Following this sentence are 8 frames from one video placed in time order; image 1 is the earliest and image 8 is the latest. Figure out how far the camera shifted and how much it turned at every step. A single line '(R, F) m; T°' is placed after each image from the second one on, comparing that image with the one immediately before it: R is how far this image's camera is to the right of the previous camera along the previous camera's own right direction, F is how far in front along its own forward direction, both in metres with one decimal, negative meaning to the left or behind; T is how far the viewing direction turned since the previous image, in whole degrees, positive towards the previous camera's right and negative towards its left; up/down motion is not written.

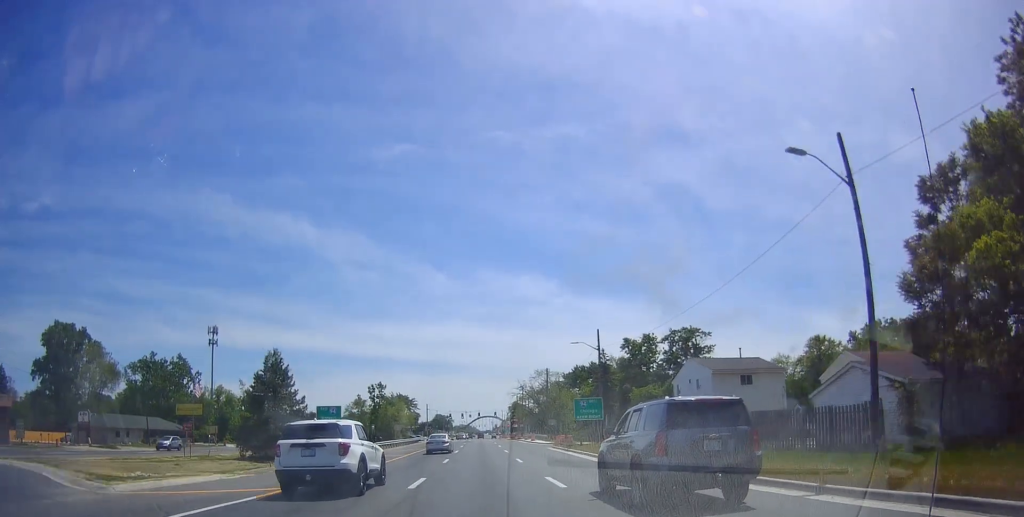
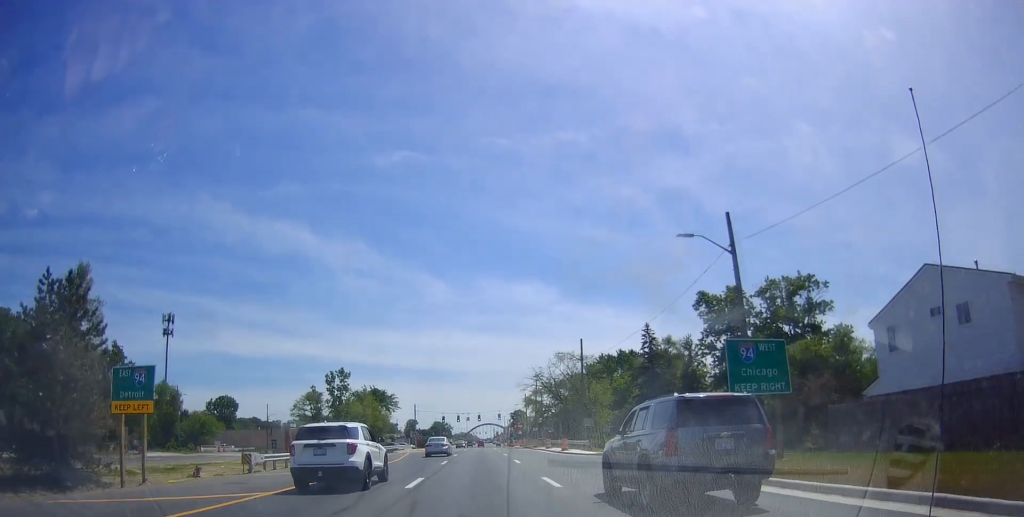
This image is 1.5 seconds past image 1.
(-0.9, +28.2) m; -1°
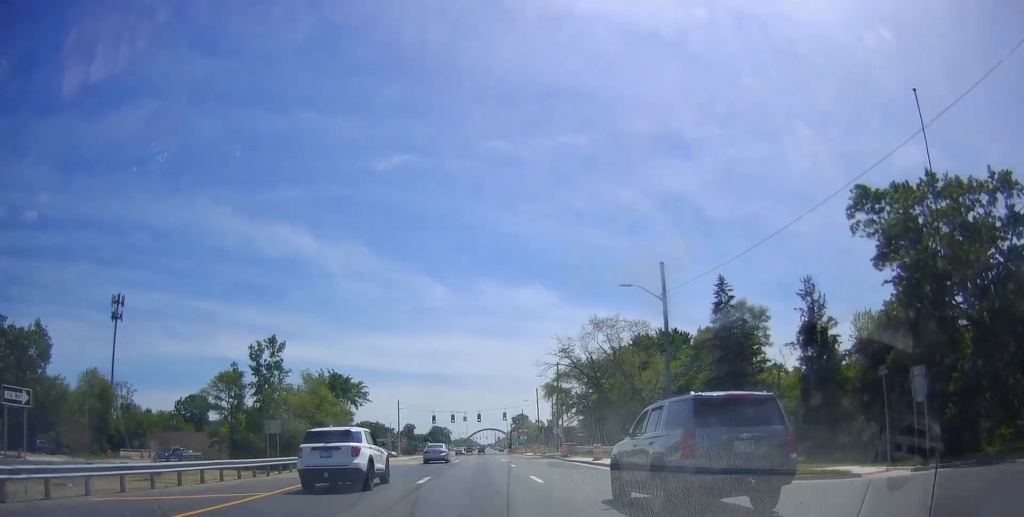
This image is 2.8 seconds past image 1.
(+1.0, +24.8) m; +1°
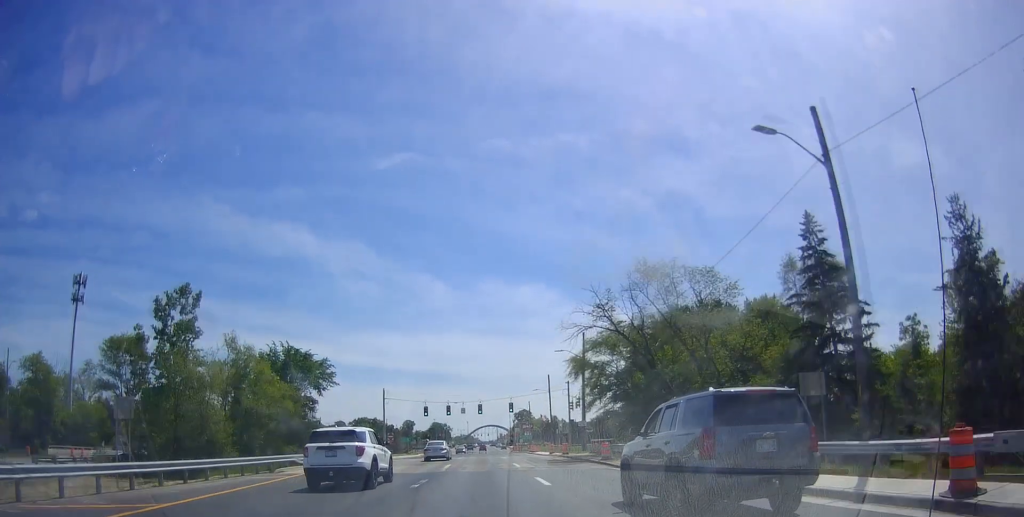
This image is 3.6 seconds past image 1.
(-0.1, +15.9) m; -1°
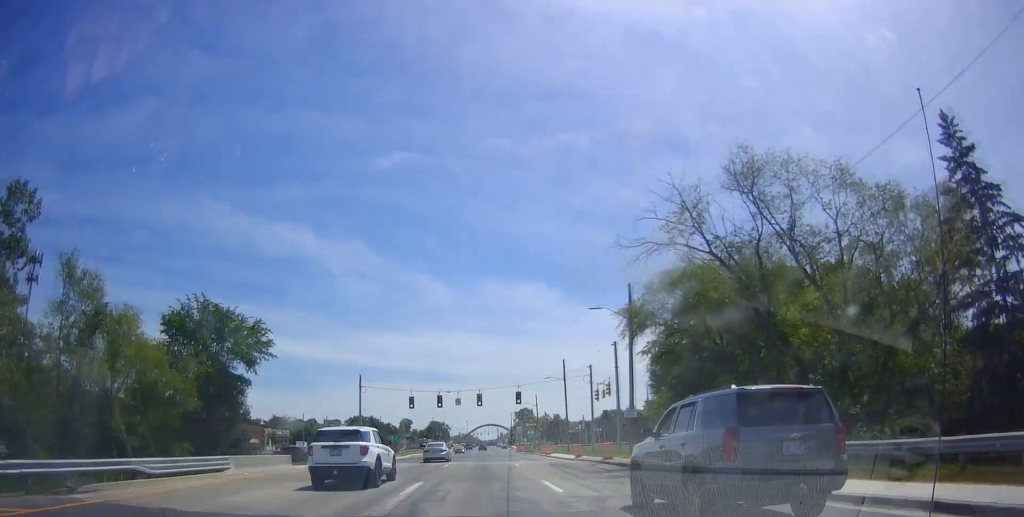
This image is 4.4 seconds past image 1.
(-0.6, +16.2) m; 0°
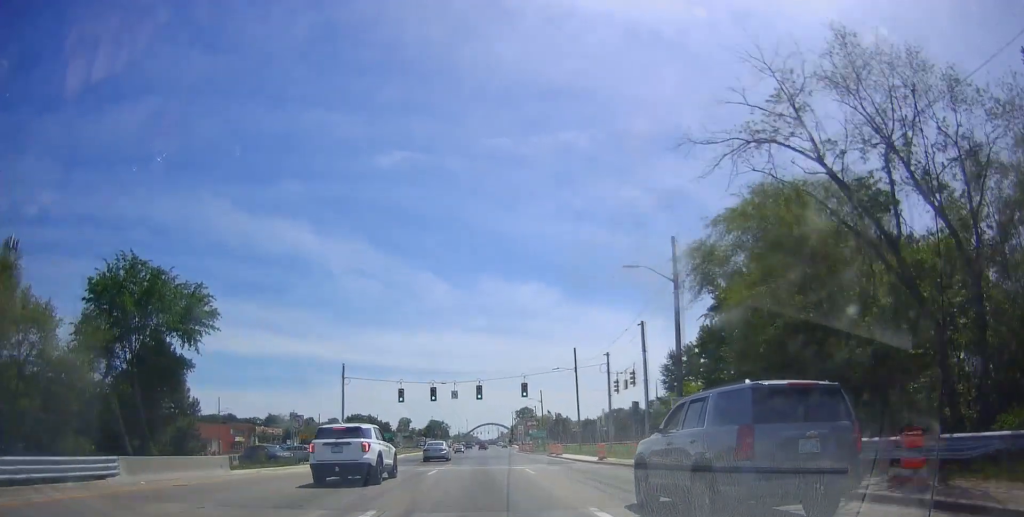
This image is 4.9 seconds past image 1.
(+0.3, +8.5) m; 0°
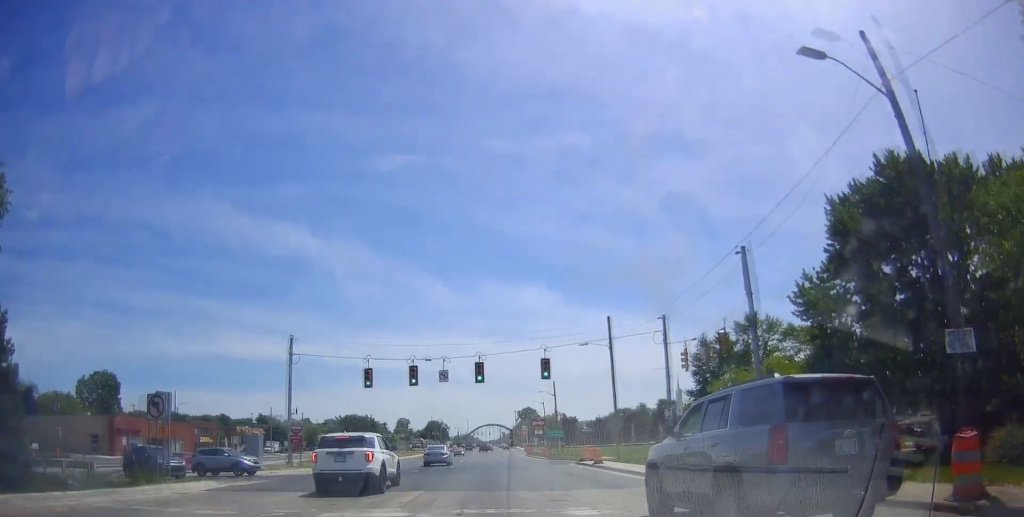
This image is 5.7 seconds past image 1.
(+0.2, +17.0) m; 0°
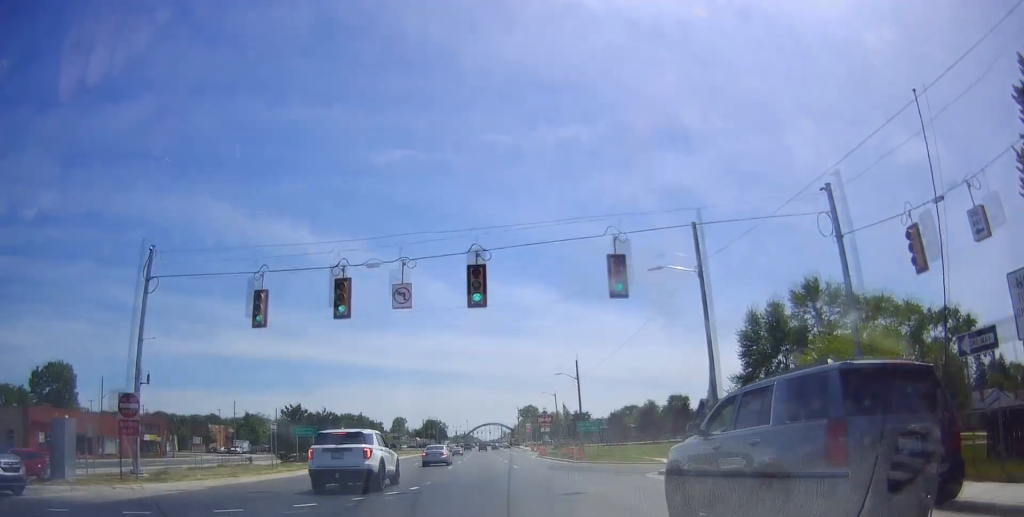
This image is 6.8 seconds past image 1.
(-0.4, +20.2) m; -1°
